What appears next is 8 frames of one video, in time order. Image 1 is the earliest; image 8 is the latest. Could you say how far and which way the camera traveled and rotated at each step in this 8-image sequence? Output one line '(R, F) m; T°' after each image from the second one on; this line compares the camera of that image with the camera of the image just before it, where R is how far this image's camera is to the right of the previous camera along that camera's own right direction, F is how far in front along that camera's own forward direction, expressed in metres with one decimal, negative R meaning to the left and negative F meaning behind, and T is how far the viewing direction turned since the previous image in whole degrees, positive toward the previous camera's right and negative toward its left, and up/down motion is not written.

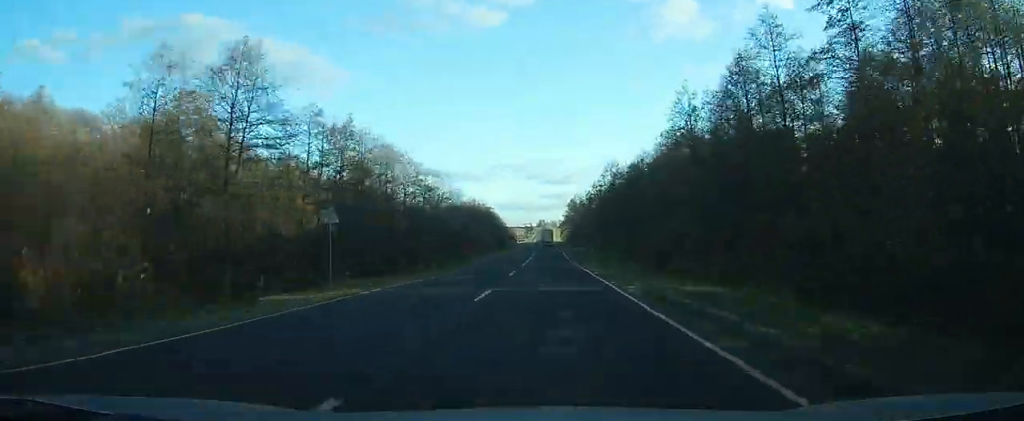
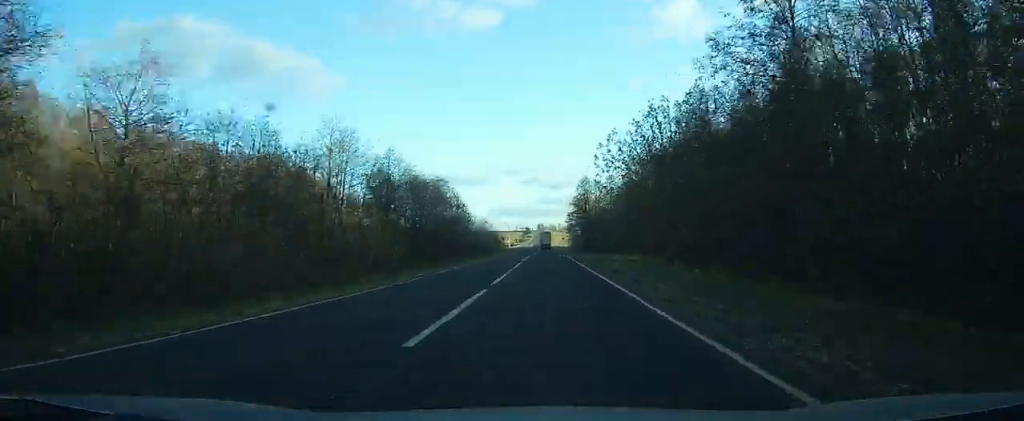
(+2.5, +61.1) m; -1°
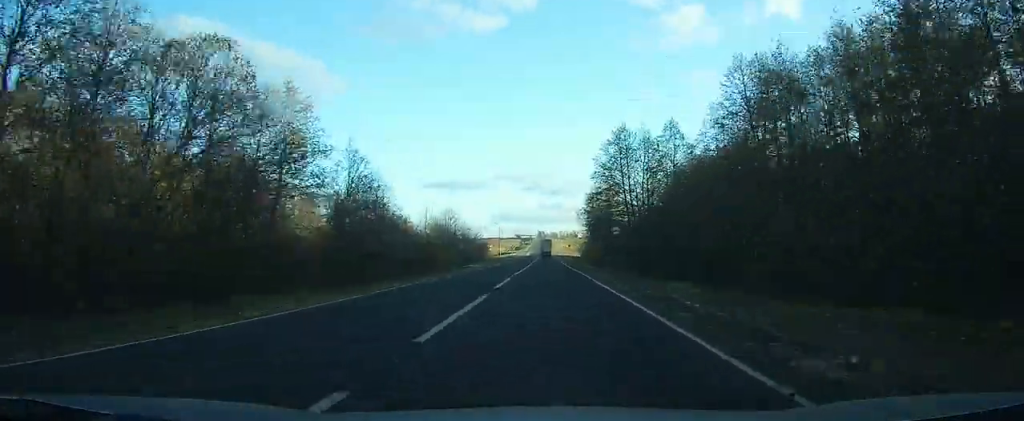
(-3.4, +50.4) m; -4°
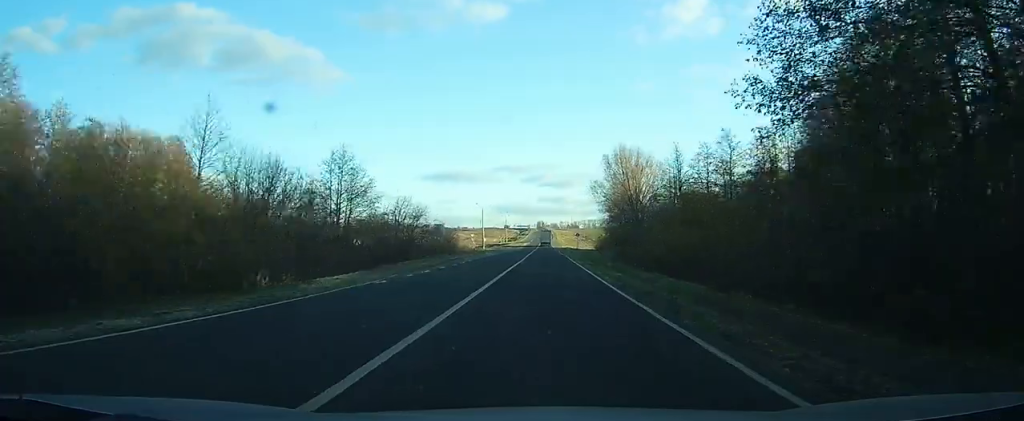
(-1.1, +45.7) m; -2°
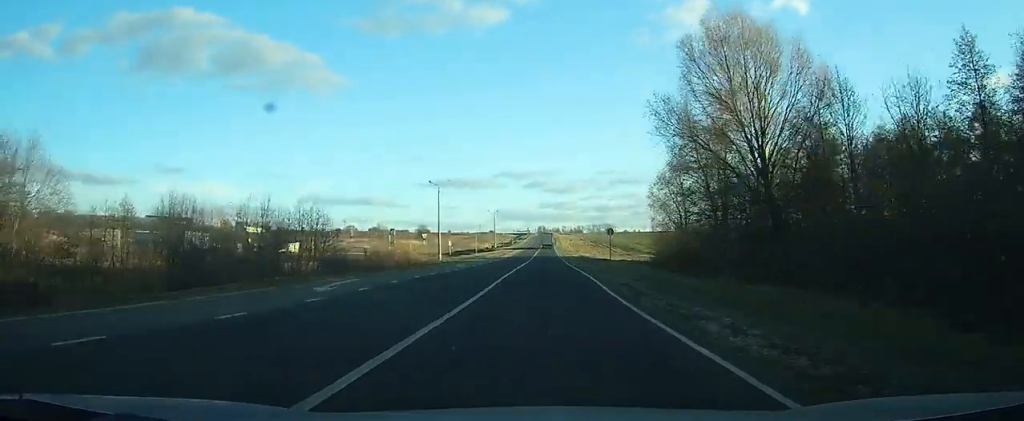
(-0.4, +53.3) m; 0°
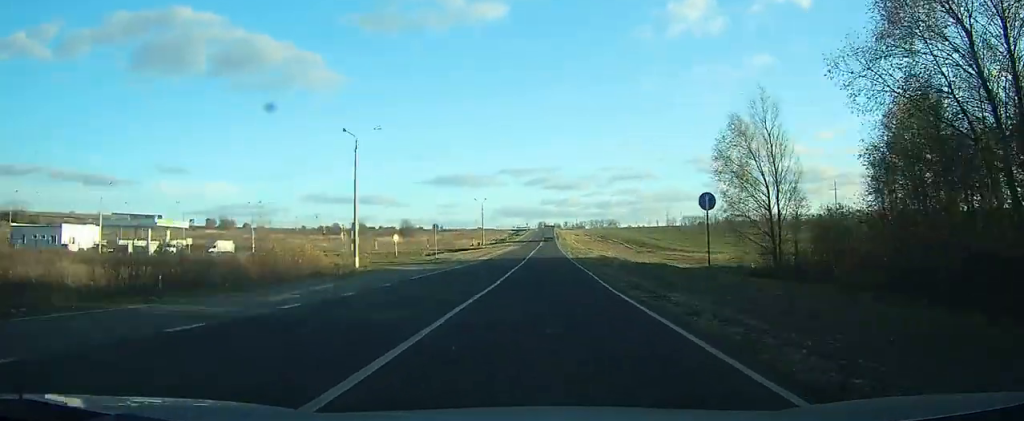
(0.0, +32.6) m; 0°
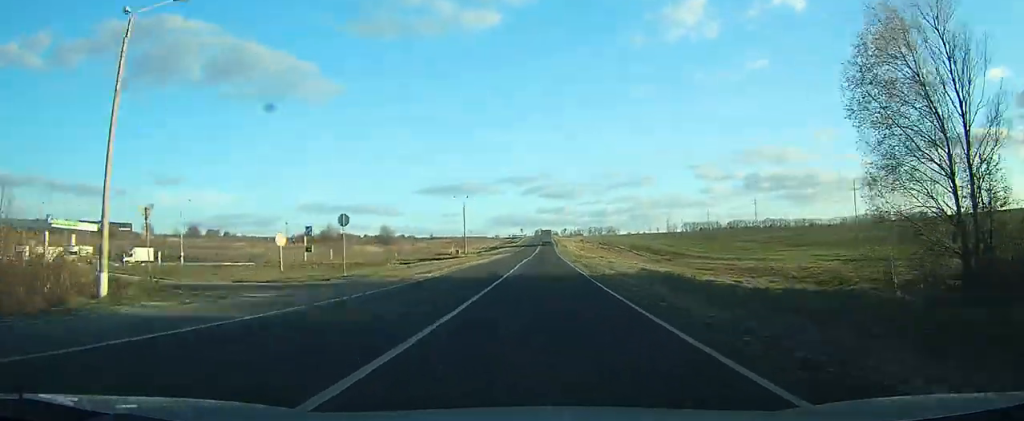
(0.0, +24.4) m; 0°
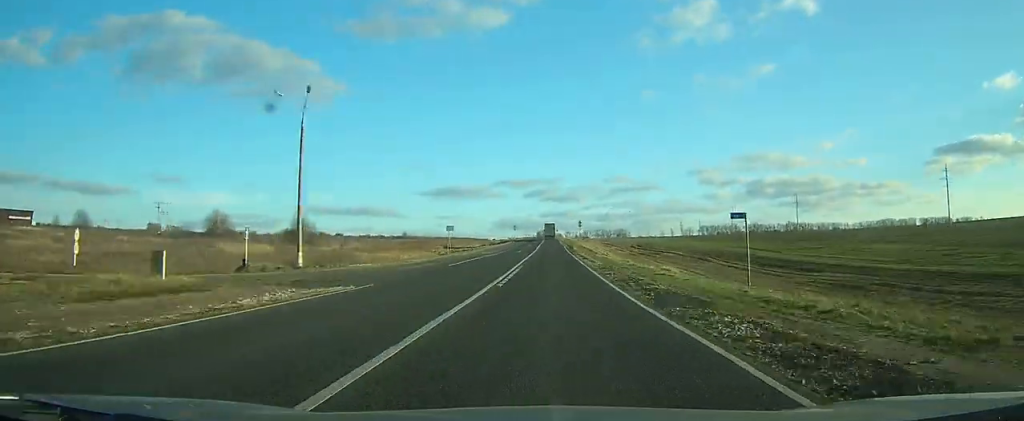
(+0.1, +77.4) m; 0°
